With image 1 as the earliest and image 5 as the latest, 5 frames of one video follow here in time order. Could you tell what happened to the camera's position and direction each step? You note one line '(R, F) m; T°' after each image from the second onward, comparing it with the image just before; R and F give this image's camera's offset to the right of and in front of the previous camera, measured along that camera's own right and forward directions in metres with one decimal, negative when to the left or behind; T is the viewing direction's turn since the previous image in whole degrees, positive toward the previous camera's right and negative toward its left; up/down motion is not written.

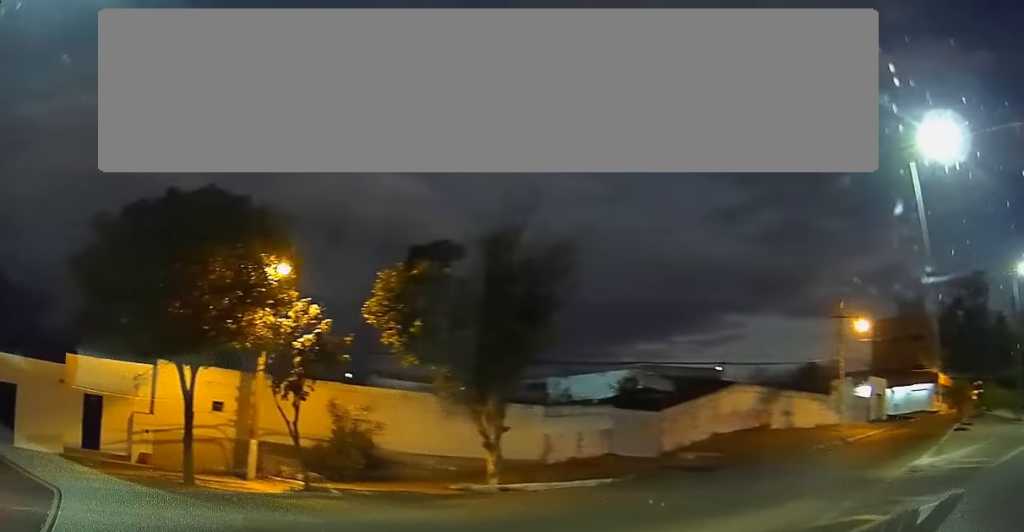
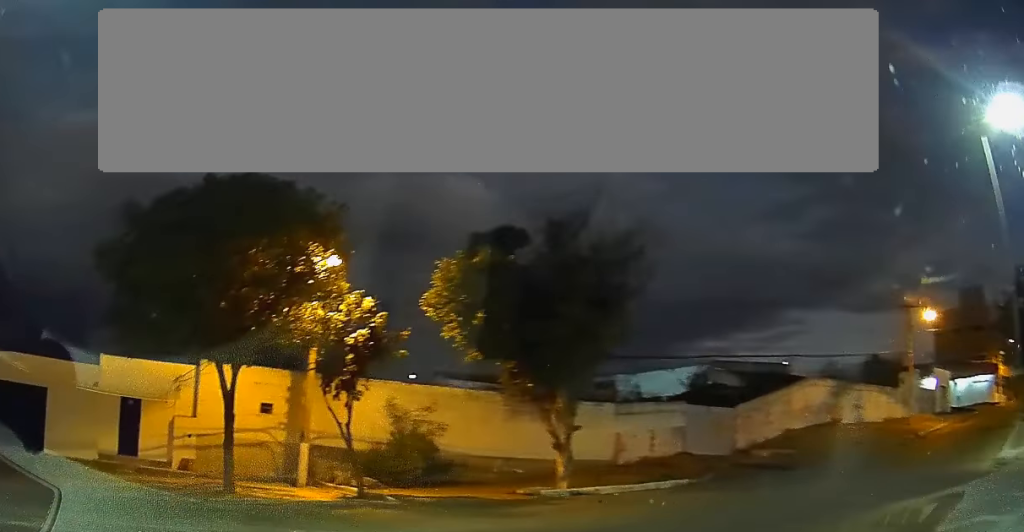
(-0.1, +1.8) m; -4°
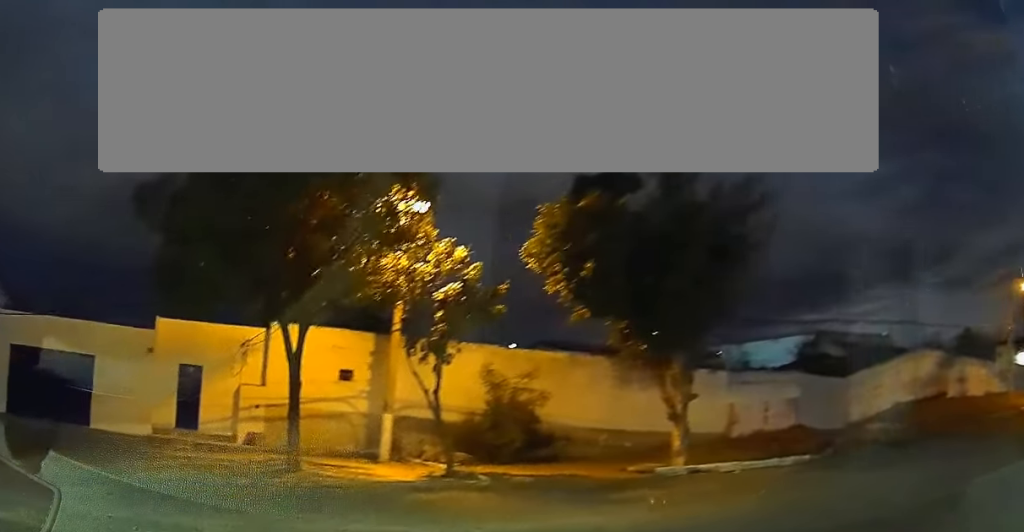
(0.0, +2.7) m; -5°
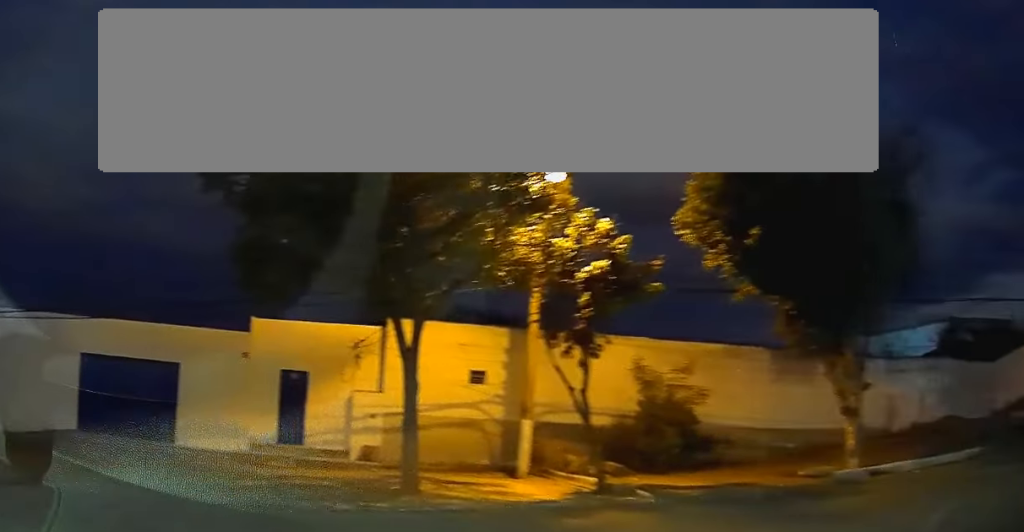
(-0.2, +3.1) m; -9°
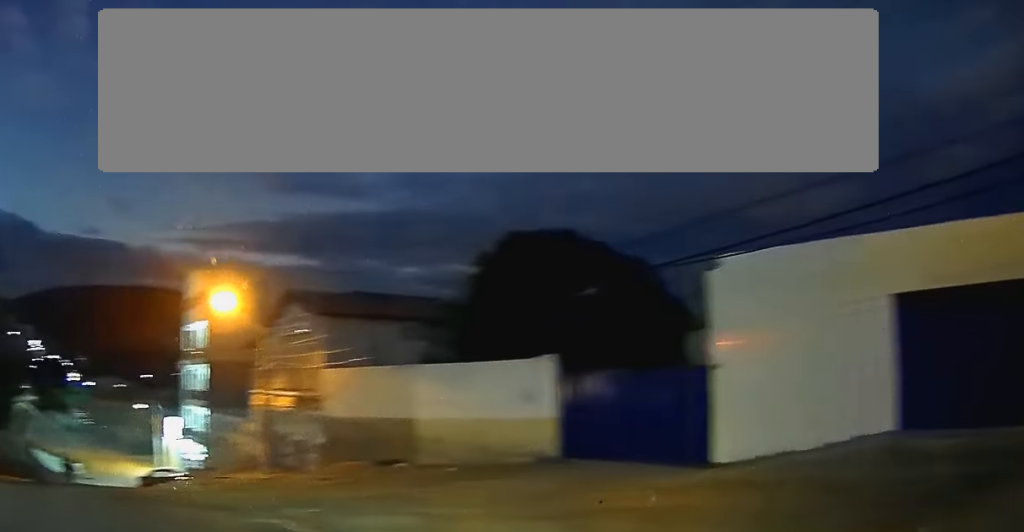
(-3.9, +8.7) m; -63°
